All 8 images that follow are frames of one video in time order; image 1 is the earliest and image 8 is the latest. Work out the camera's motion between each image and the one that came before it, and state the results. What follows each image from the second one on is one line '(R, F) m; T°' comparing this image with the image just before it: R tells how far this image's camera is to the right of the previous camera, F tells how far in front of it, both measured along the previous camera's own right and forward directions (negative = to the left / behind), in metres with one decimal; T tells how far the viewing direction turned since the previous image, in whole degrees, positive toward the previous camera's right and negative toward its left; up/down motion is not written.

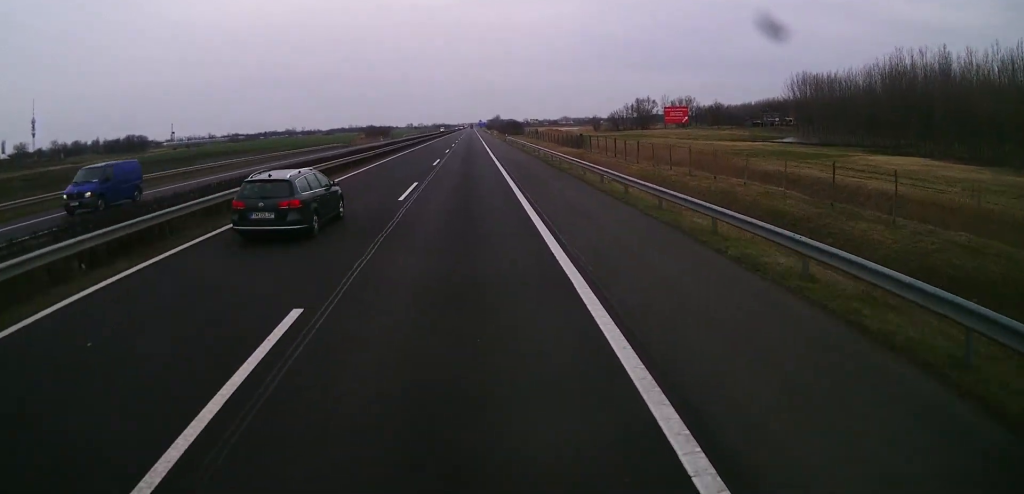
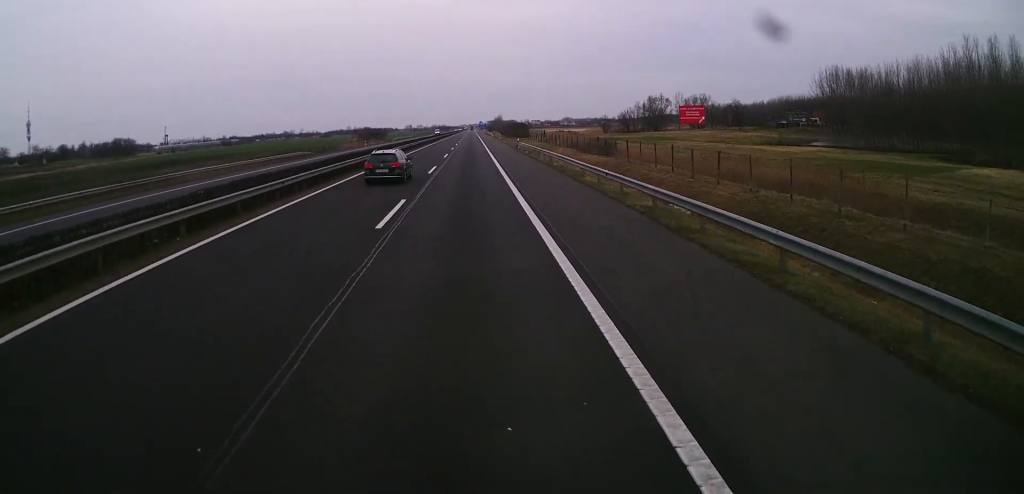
(+0.2, +23.1) m; 0°
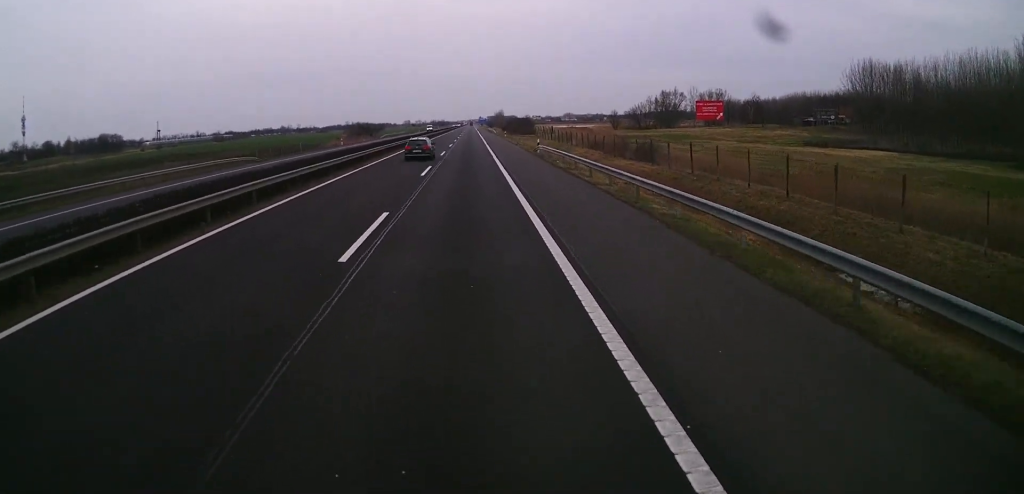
(-0.1, +22.3) m; -1°
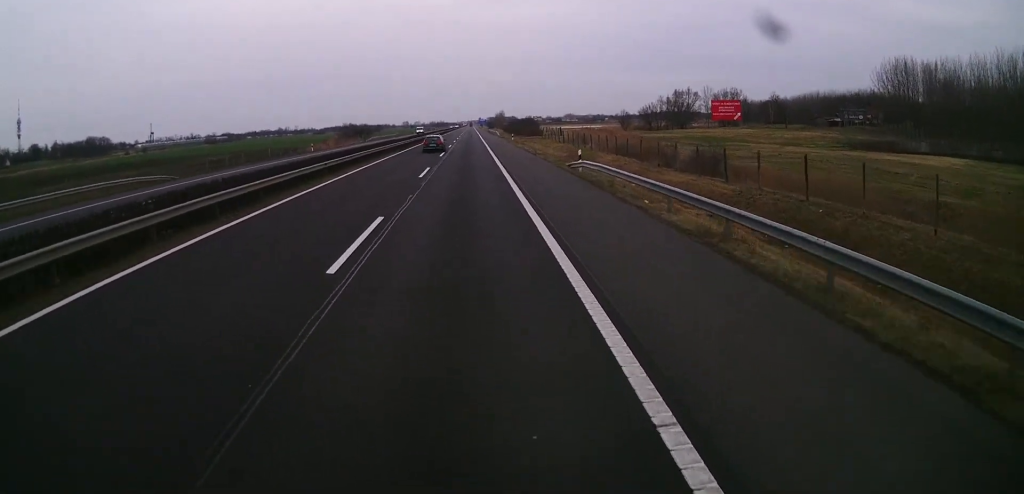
(-0.2, +19.2) m; 0°
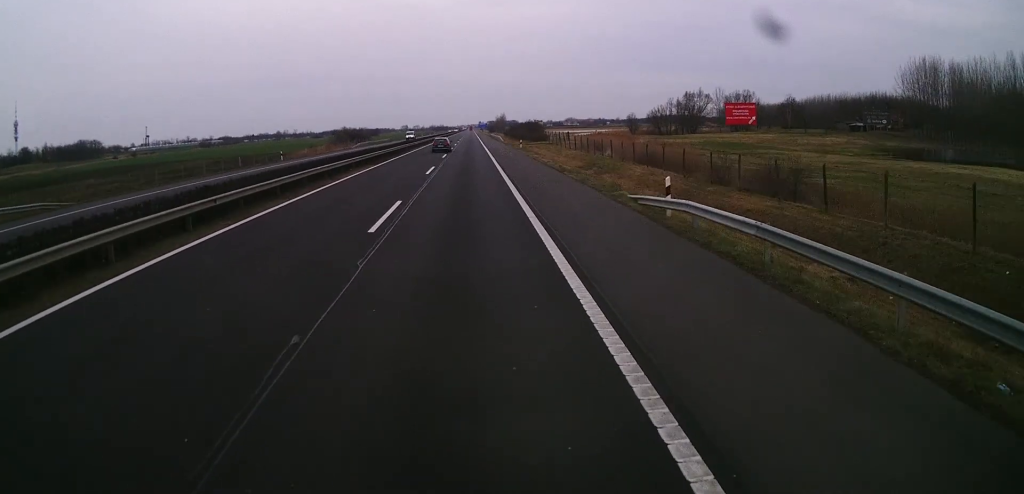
(+0.2, +13.9) m; 0°
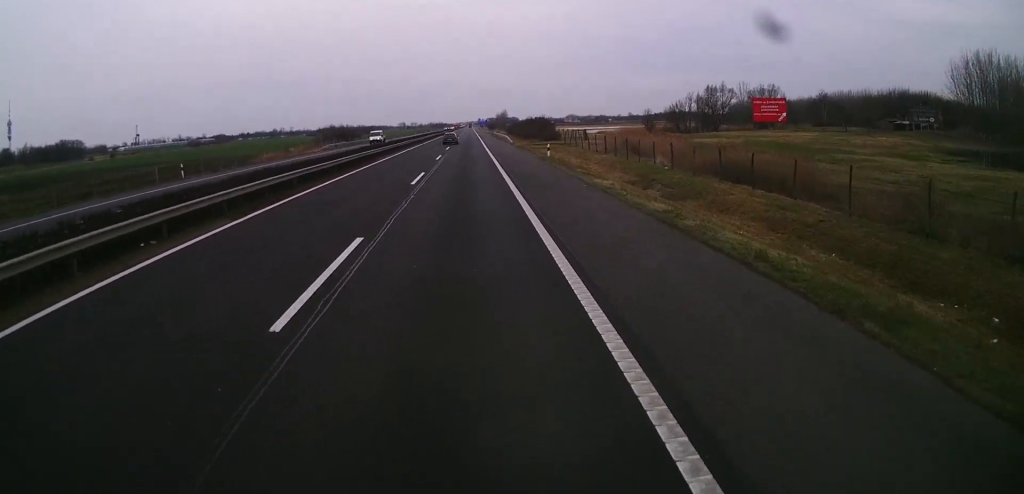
(+0.1, +25.4) m; 0°
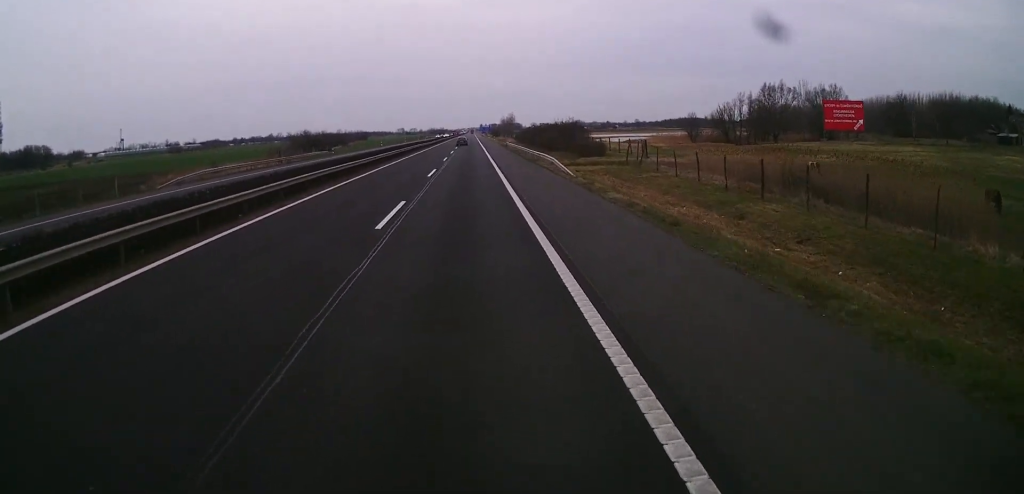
(-0.1, +46.2) m; 0°
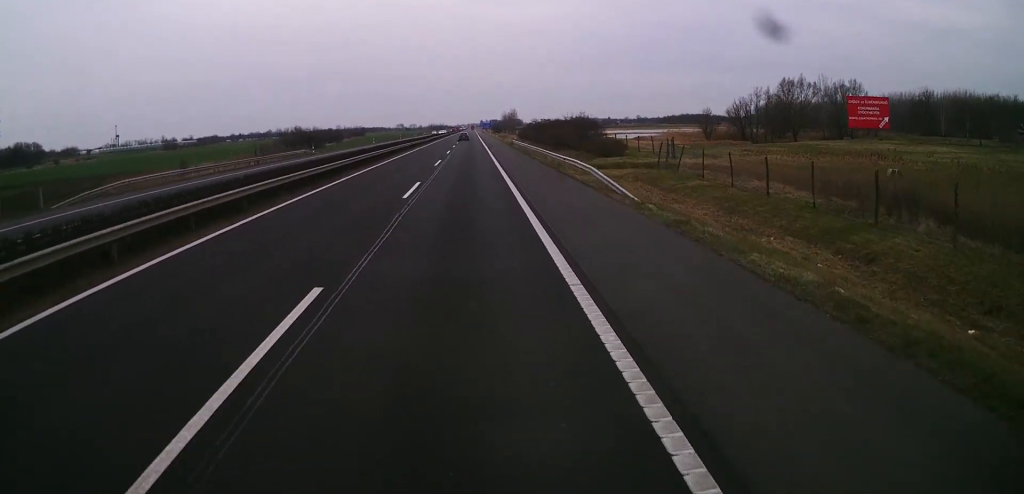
(0.0, +12.4) m; 0°
